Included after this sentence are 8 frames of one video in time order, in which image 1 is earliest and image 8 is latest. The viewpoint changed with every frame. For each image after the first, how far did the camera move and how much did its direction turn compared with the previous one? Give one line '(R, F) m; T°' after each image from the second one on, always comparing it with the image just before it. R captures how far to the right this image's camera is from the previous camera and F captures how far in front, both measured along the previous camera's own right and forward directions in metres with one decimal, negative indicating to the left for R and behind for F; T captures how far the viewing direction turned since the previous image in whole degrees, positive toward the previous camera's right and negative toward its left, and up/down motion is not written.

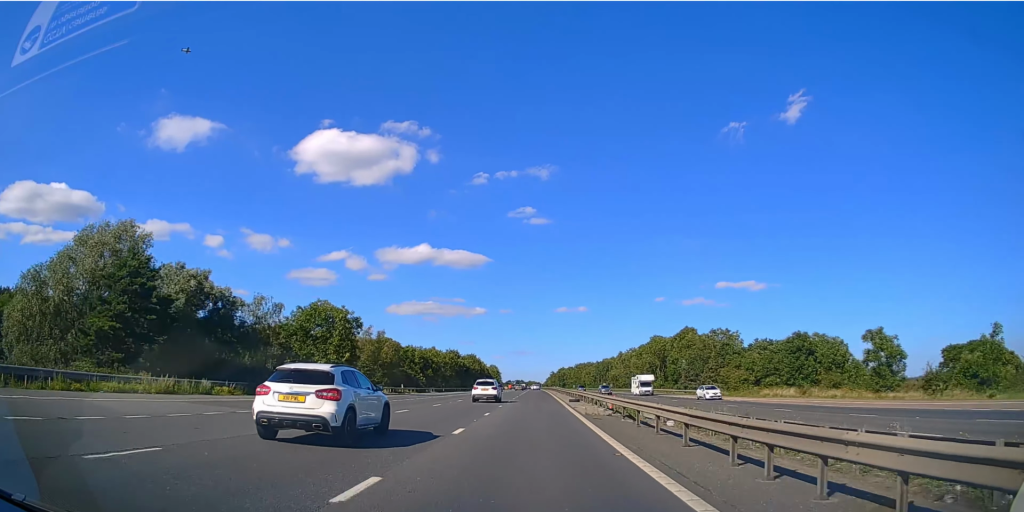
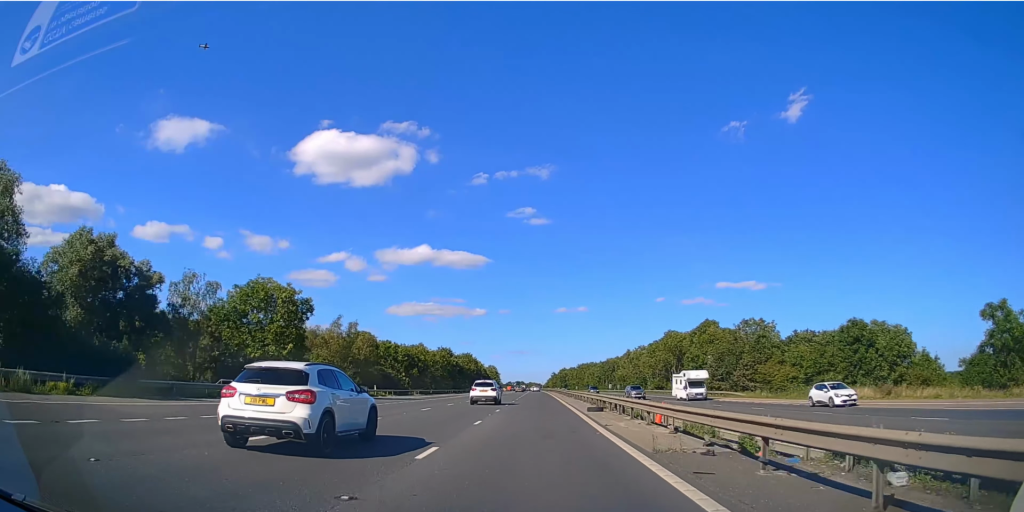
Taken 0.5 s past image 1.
(0.0, +14.0) m; 0°
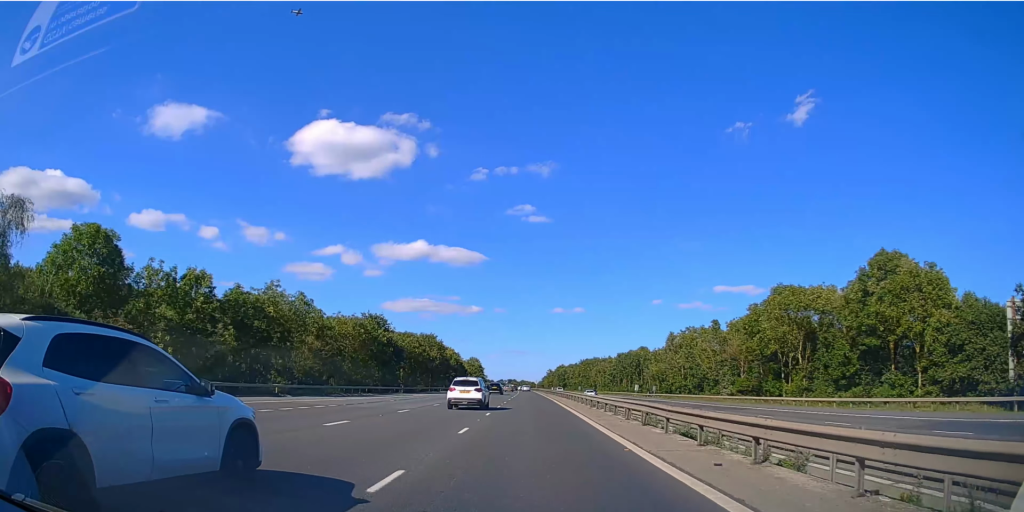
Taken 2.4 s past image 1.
(+0.1, +58.5) m; 0°
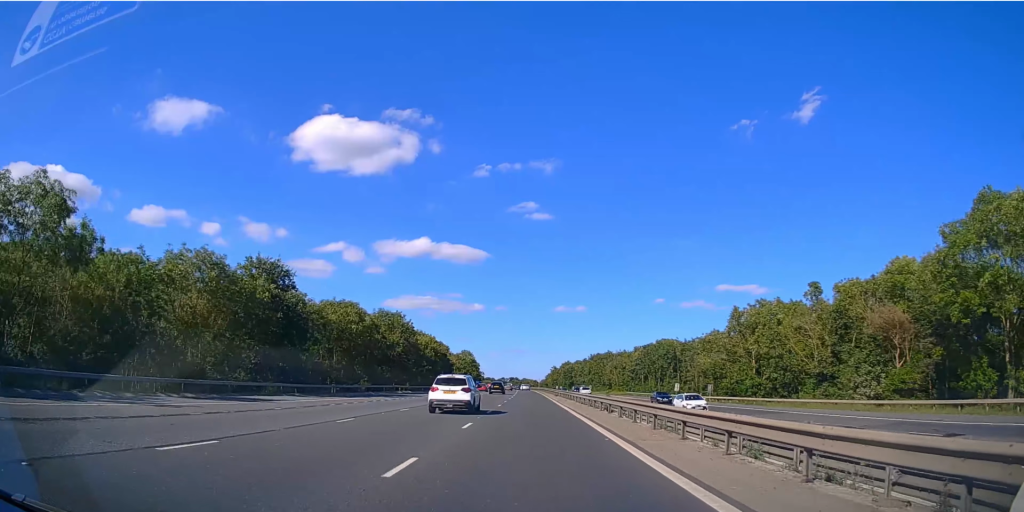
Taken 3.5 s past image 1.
(+0.1, +34.7) m; 0°
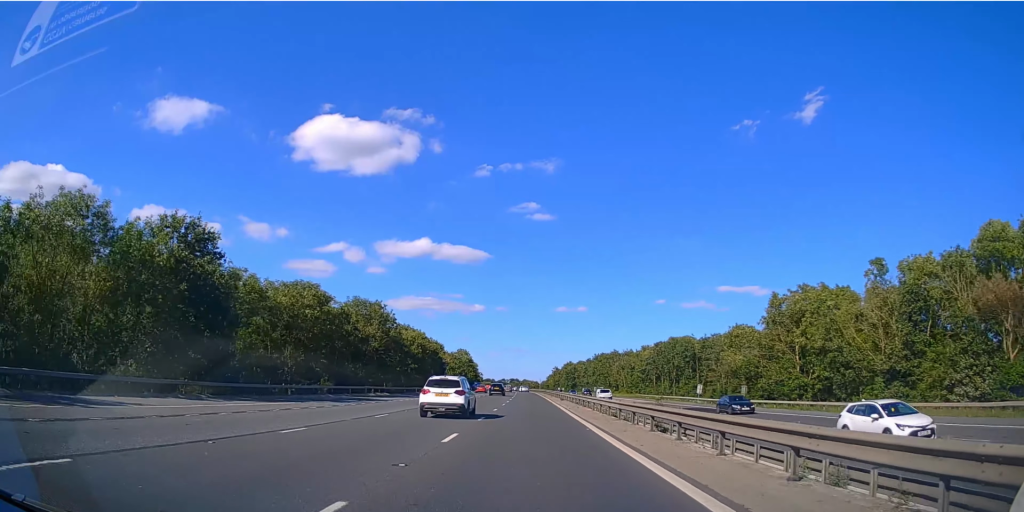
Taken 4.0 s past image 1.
(0.0, +13.4) m; 0°
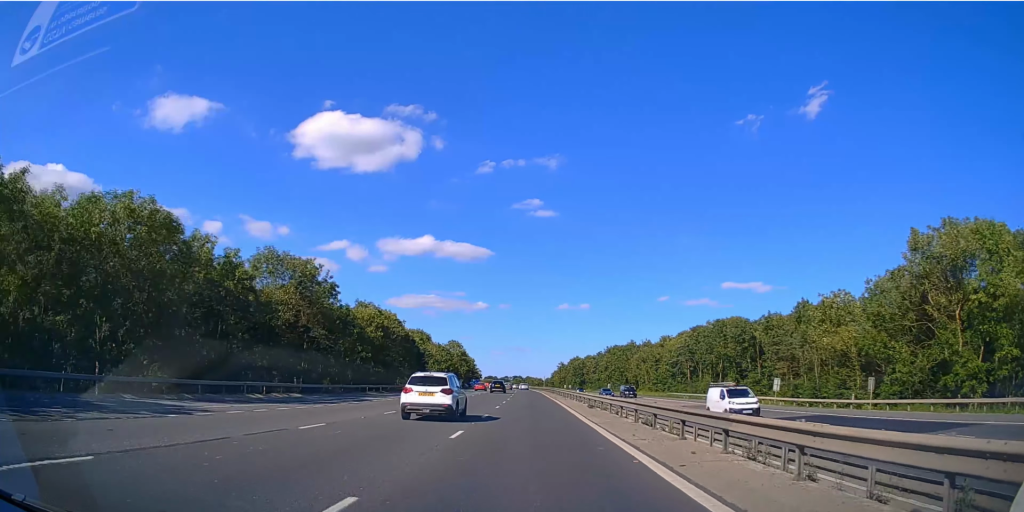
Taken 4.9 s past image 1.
(0.0, +27.9) m; 0°
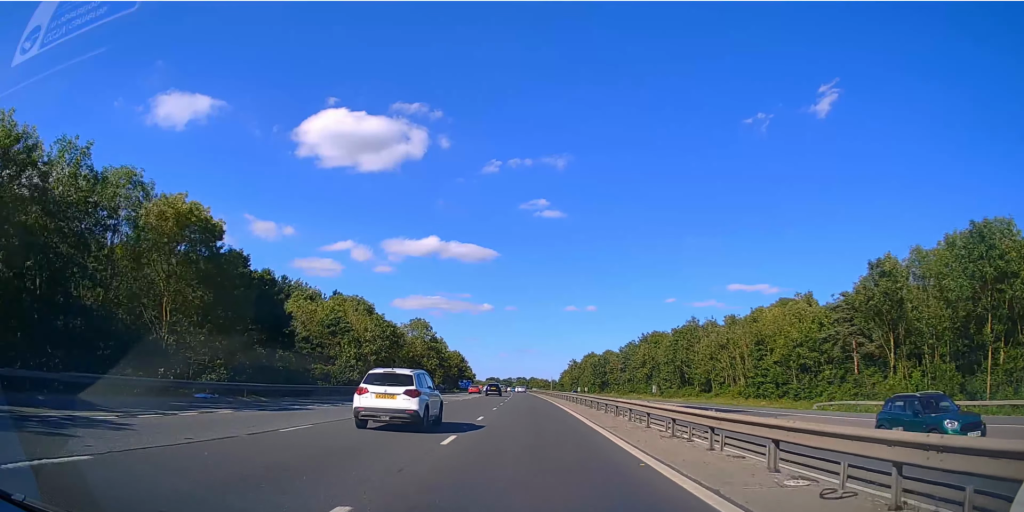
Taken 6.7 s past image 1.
(-0.5, +60.7) m; -1°
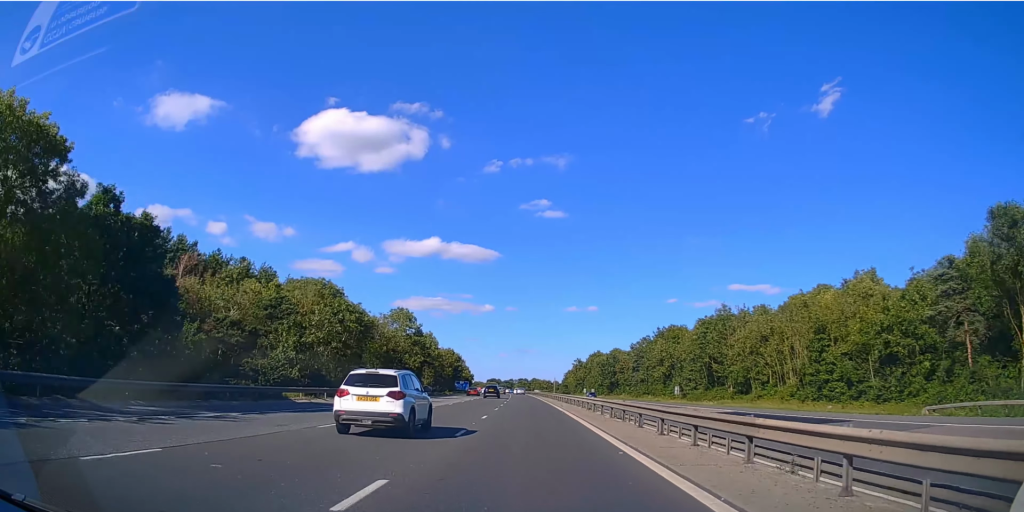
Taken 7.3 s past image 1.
(0.0, +15.8) m; 0°
